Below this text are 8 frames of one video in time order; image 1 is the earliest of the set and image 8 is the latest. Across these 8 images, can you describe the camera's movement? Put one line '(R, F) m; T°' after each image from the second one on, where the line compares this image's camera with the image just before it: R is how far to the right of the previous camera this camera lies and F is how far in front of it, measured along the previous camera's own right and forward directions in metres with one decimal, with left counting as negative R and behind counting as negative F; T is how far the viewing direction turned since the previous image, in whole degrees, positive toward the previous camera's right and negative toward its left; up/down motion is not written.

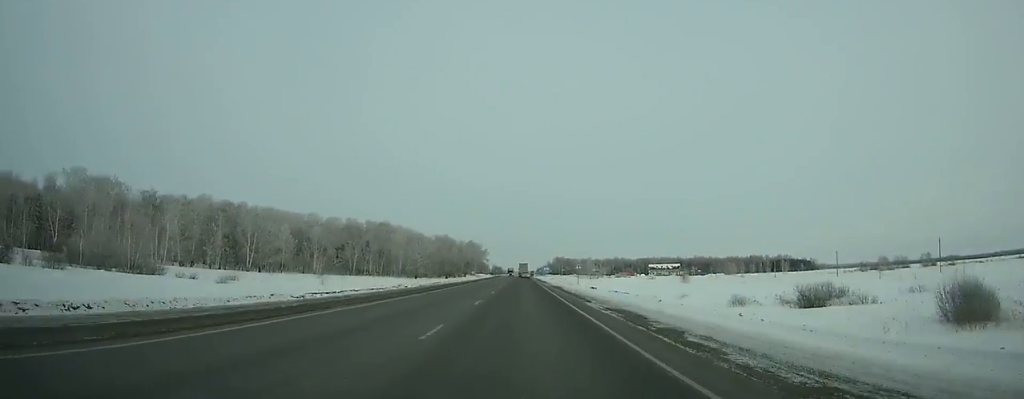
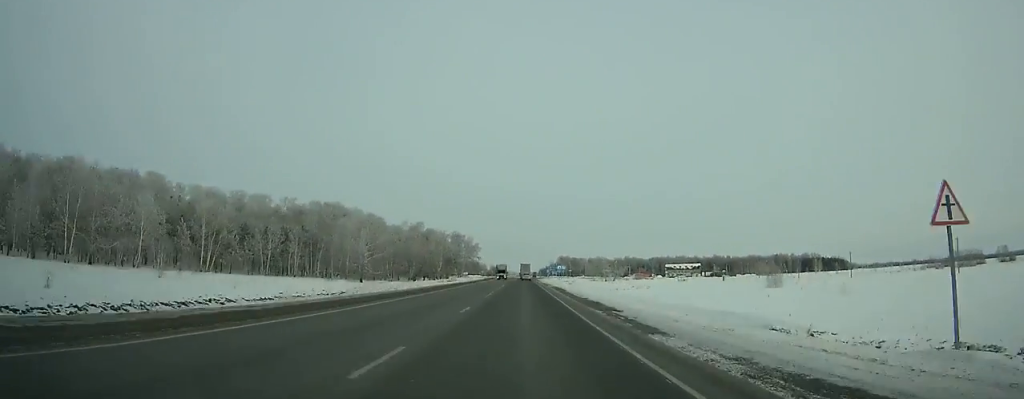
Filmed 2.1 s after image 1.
(+0.1, +63.9) m; 0°
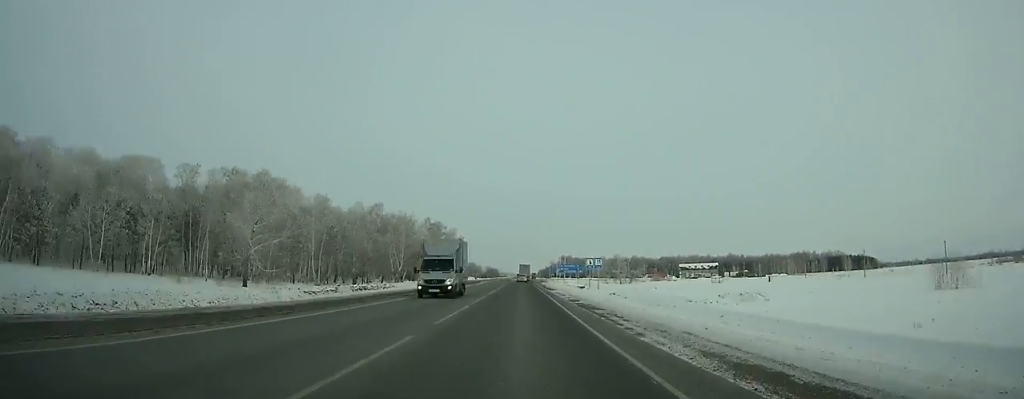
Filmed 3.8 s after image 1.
(0.0, +49.9) m; 0°
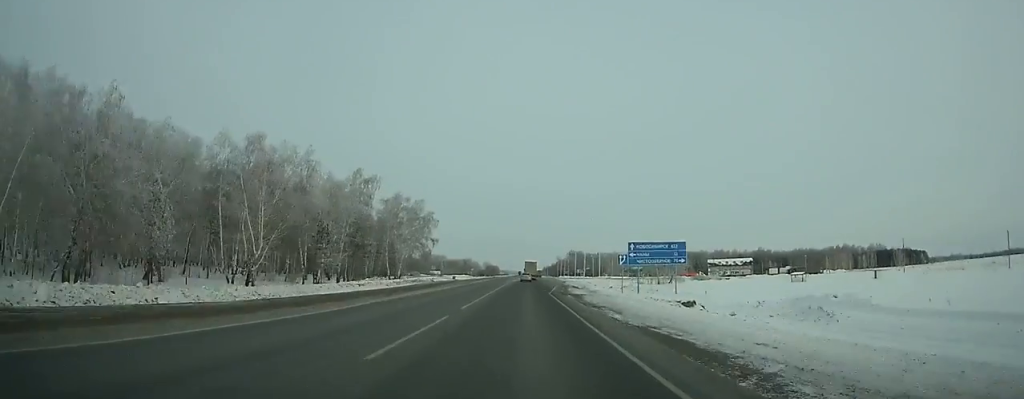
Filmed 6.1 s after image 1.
(+0.1, +65.4) m; 0°
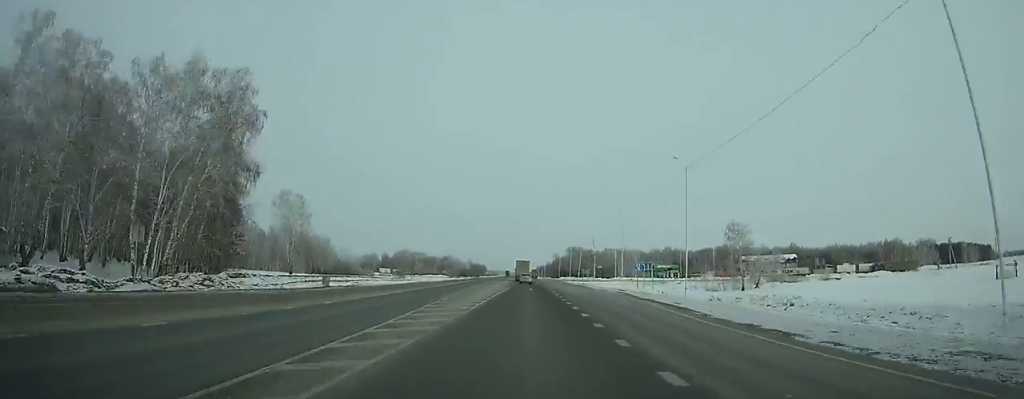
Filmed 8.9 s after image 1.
(+0.3, +76.1) m; 0°
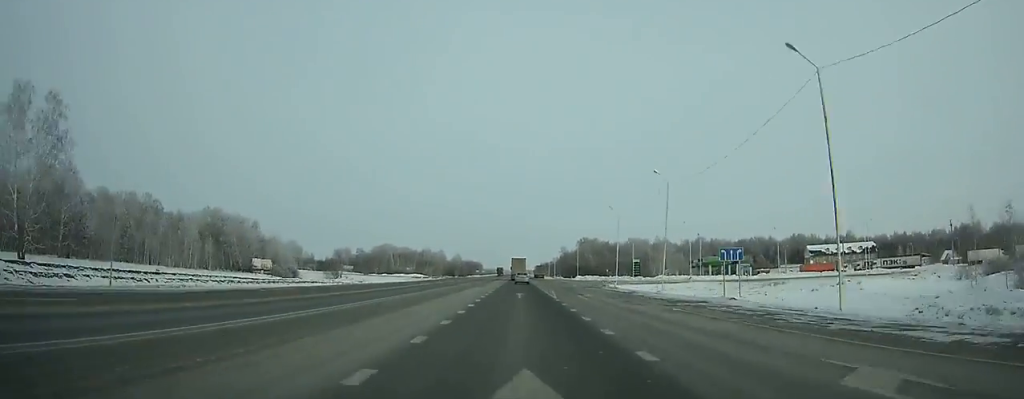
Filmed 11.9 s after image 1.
(+0.2, +77.6) m; 0°
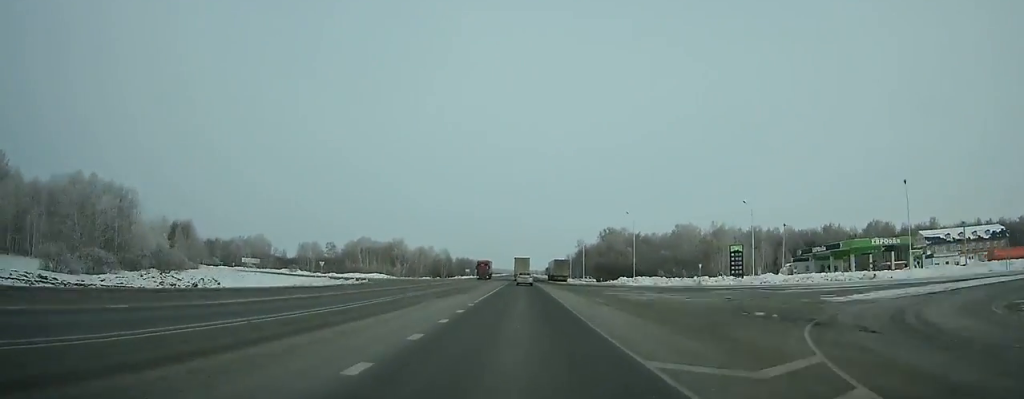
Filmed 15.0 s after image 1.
(-0.6, +77.1) m; -1°
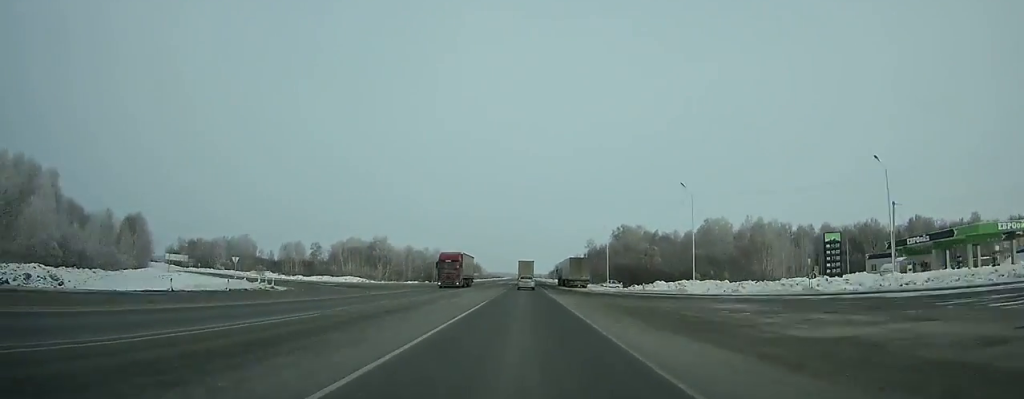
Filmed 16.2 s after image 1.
(-0.1, +29.3) m; 0°
